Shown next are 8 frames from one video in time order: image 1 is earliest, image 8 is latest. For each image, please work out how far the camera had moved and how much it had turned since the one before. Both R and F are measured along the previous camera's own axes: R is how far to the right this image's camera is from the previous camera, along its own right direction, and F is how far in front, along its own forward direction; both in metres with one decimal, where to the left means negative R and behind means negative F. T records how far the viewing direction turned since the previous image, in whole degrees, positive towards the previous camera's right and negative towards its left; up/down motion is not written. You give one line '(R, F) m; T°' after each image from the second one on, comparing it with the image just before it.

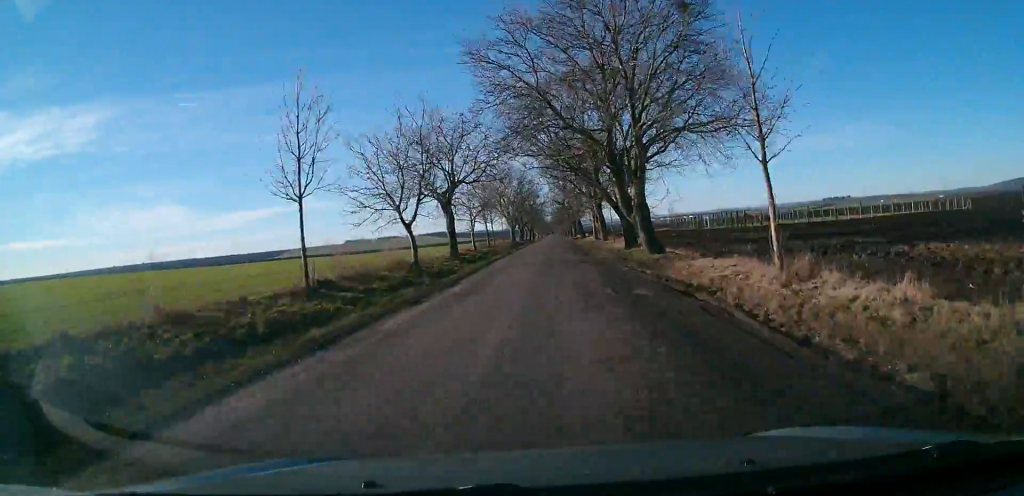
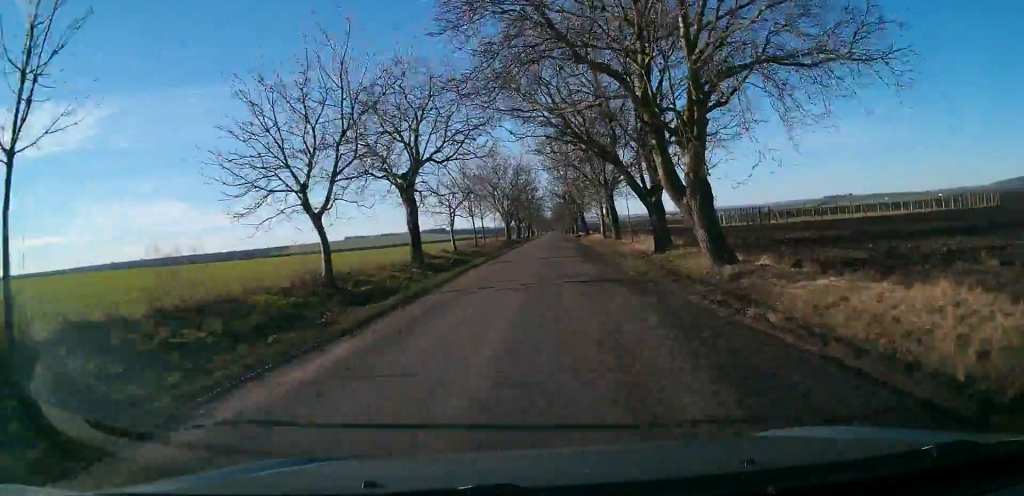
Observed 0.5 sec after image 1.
(+0.1, +10.8) m; 0°
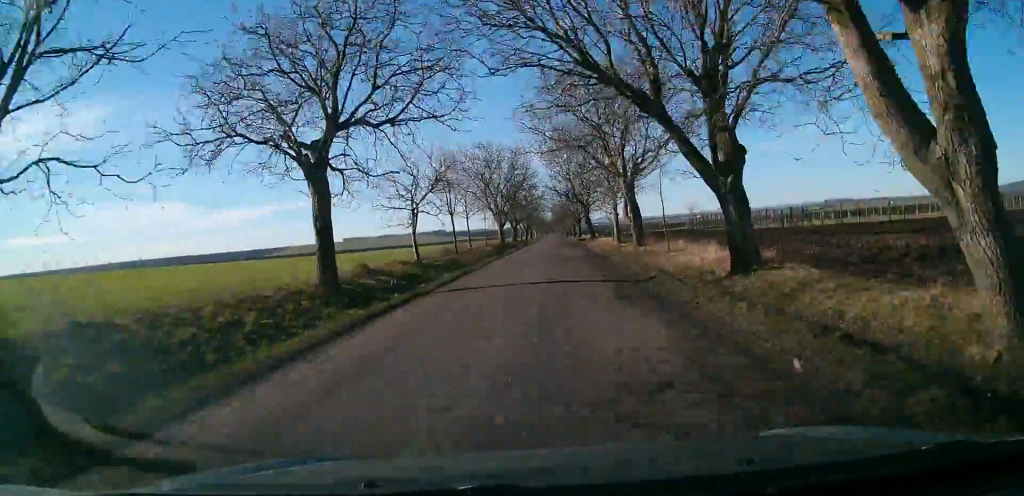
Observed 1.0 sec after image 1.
(0.0, +11.6) m; 0°
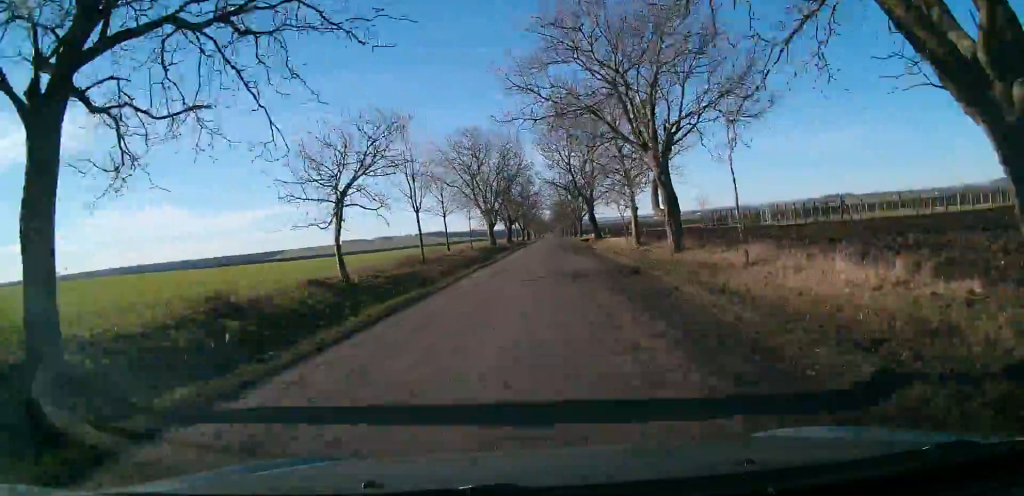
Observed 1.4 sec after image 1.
(0.0, +10.8) m; 0°
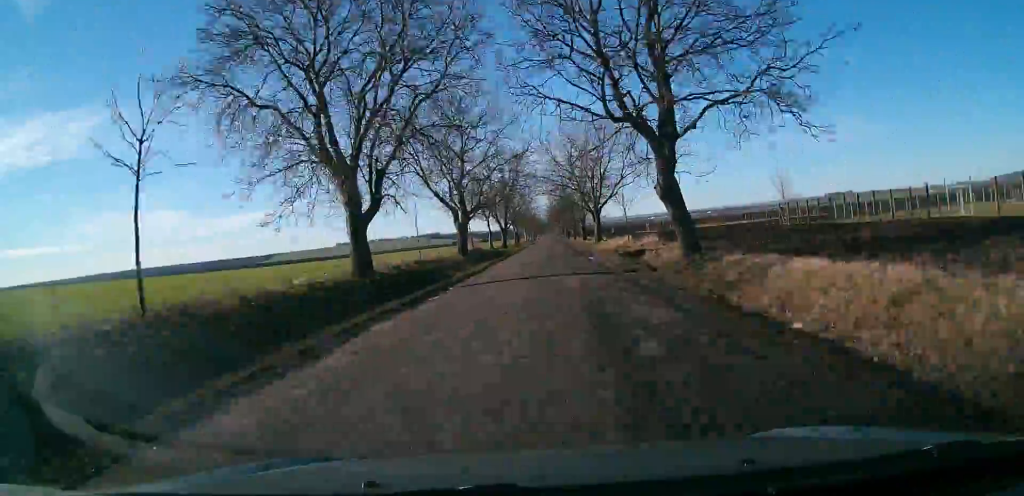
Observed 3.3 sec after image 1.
(+0.1, +43.9) m; 0°
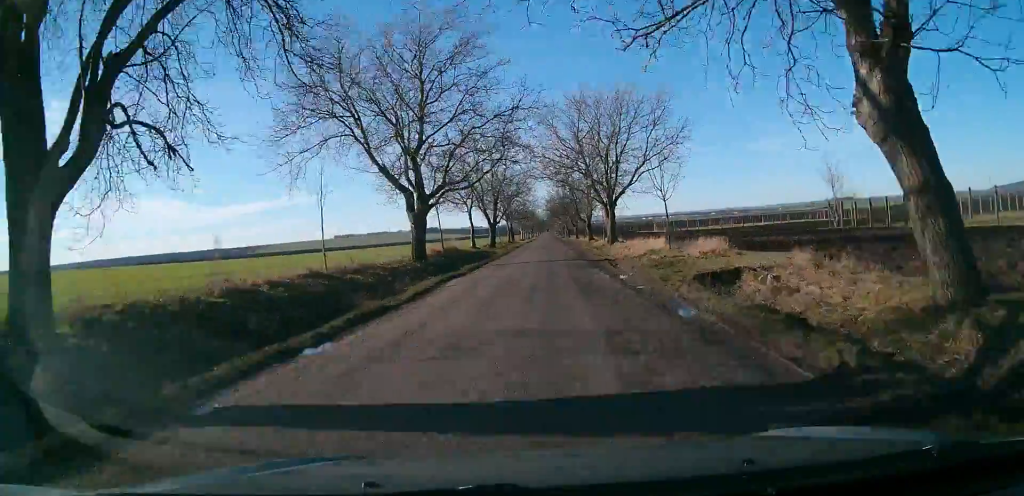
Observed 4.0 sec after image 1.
(0.0, +14.6) m; 0°
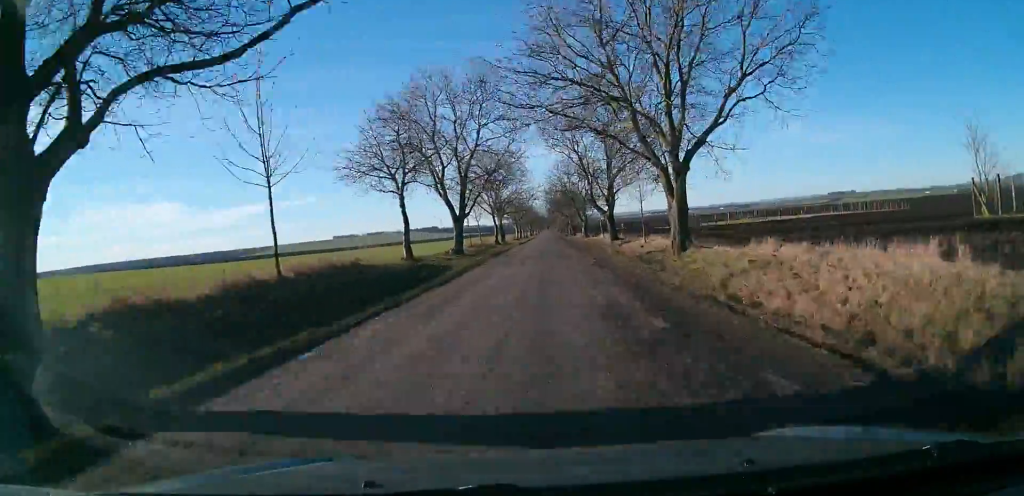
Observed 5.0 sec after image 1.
(0.0, +24.5) m; 0°
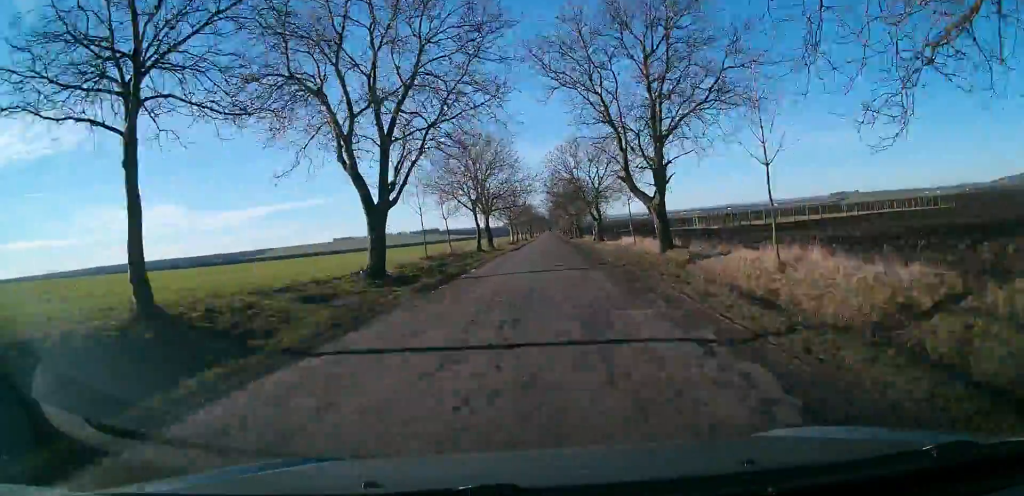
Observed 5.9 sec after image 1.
(0.0, +19.8) m; 0°
